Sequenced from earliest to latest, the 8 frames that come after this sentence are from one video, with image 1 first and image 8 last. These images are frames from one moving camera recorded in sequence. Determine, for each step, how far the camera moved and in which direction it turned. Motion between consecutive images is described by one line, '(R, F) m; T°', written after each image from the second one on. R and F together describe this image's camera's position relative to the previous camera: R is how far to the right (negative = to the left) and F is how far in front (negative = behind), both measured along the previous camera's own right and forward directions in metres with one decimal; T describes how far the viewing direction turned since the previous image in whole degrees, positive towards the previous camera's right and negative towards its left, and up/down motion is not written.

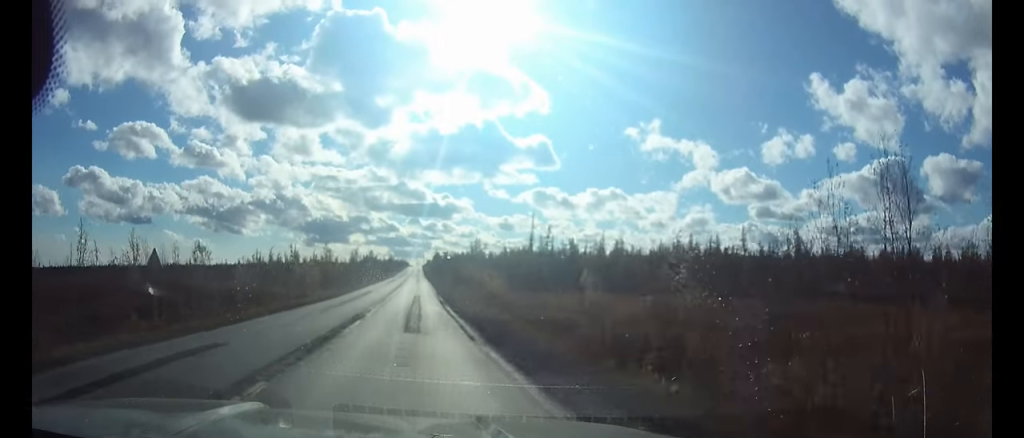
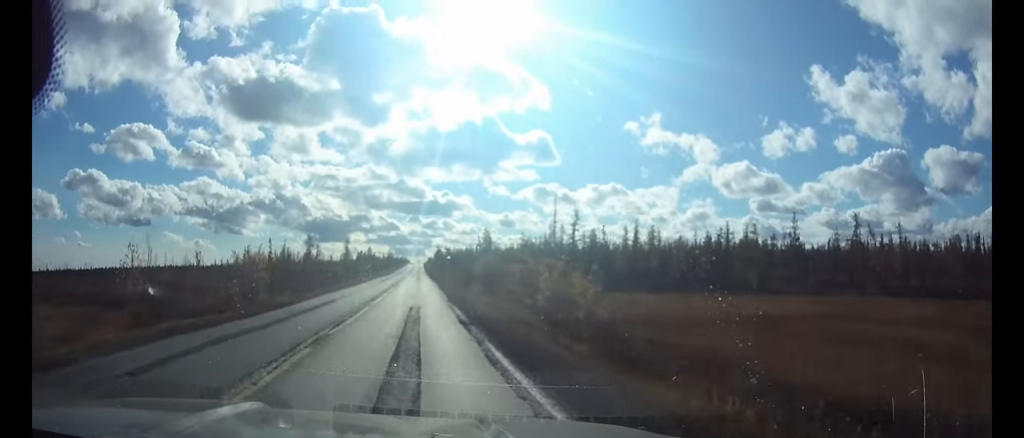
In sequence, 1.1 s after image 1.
(0.0, +20.6) m; 0°
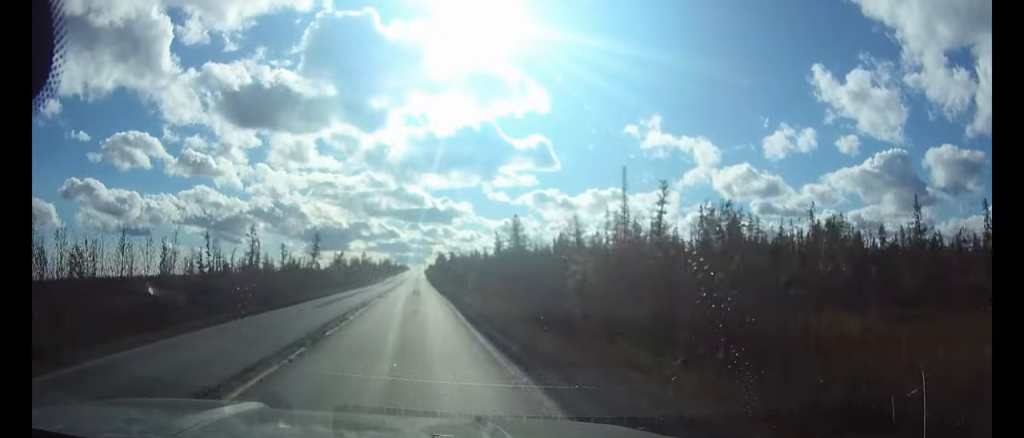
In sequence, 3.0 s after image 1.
(0.0, +37.0) m; 0°
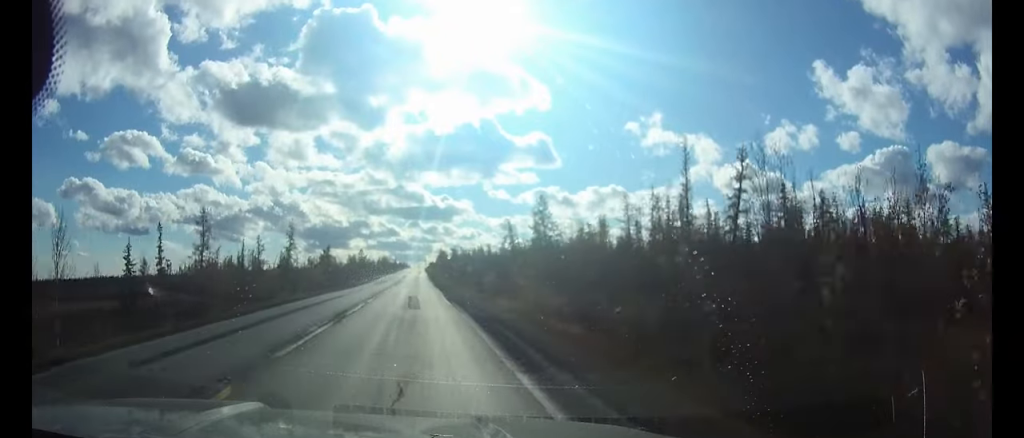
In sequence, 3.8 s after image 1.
(0.0, +16.0) m; 0°
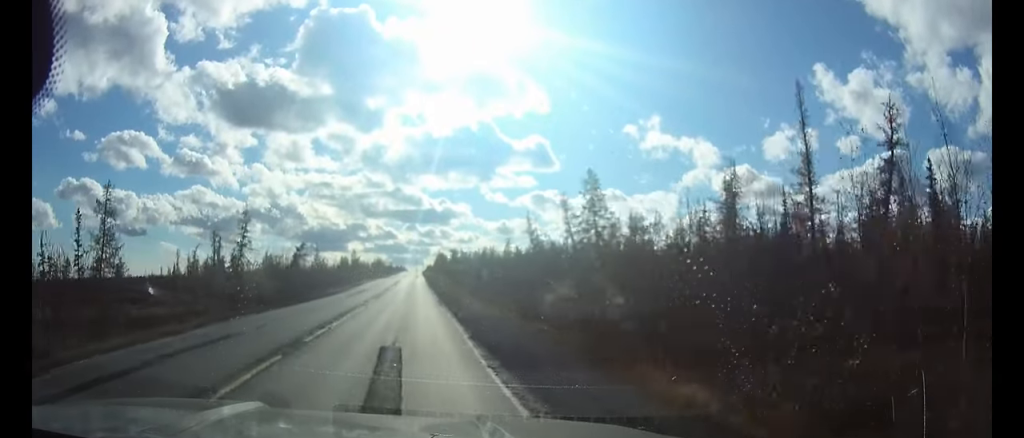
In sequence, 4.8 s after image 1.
(-0.1, +18.7) m; 0°
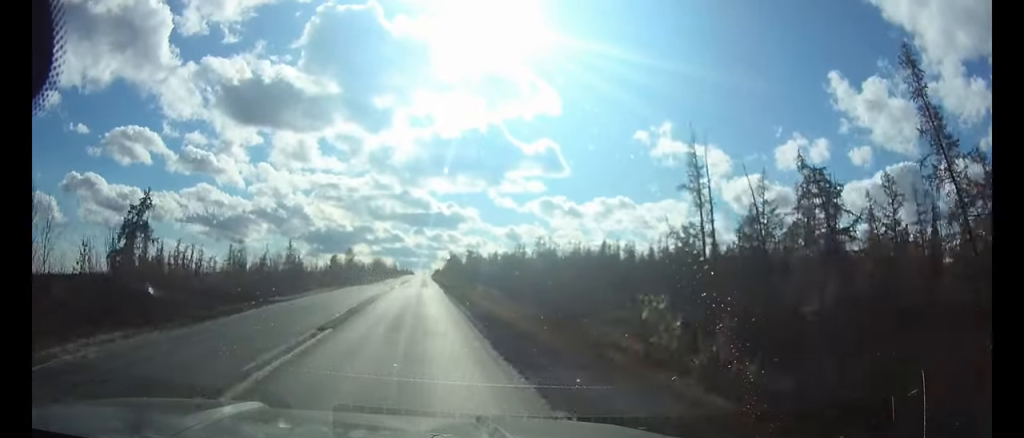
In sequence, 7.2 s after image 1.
(-0.1, +46.8) m; 0°
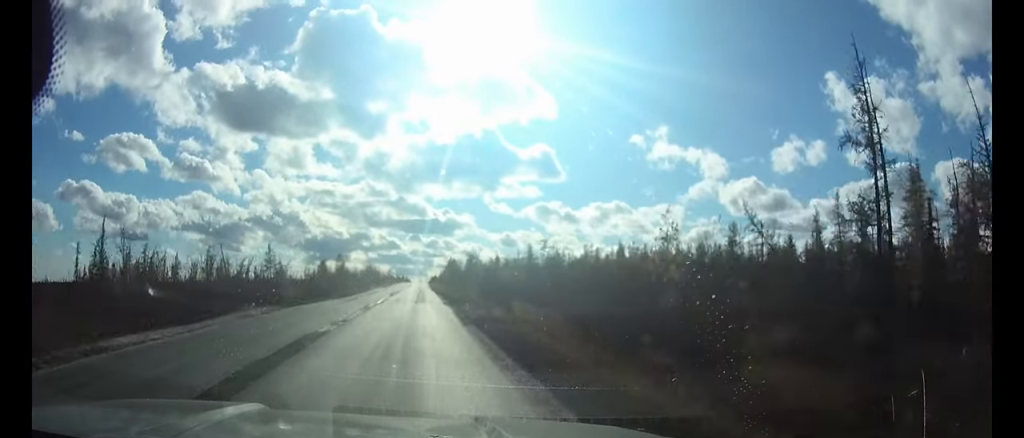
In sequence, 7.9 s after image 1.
(0.0, +14.6) m; 0°
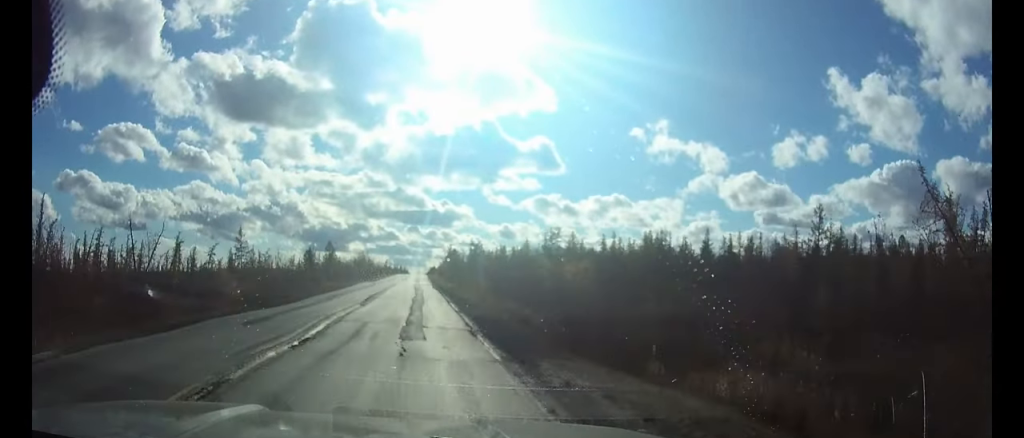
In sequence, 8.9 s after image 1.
(+0.1, +17.0) m; 0°
